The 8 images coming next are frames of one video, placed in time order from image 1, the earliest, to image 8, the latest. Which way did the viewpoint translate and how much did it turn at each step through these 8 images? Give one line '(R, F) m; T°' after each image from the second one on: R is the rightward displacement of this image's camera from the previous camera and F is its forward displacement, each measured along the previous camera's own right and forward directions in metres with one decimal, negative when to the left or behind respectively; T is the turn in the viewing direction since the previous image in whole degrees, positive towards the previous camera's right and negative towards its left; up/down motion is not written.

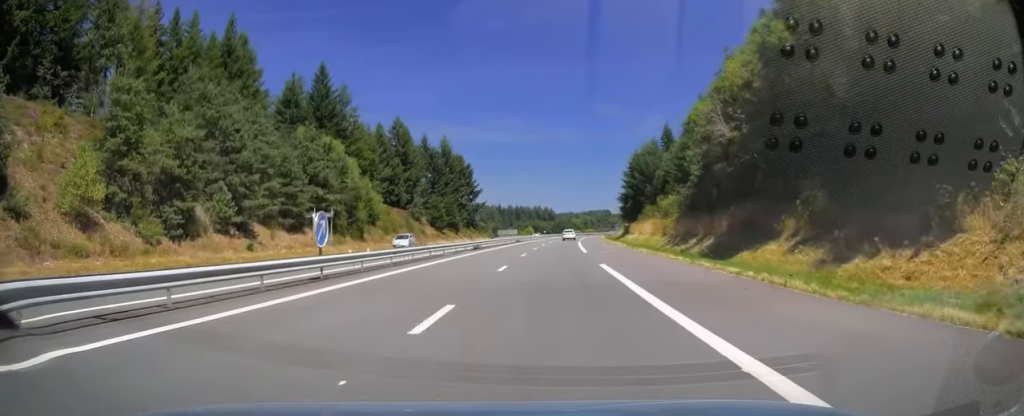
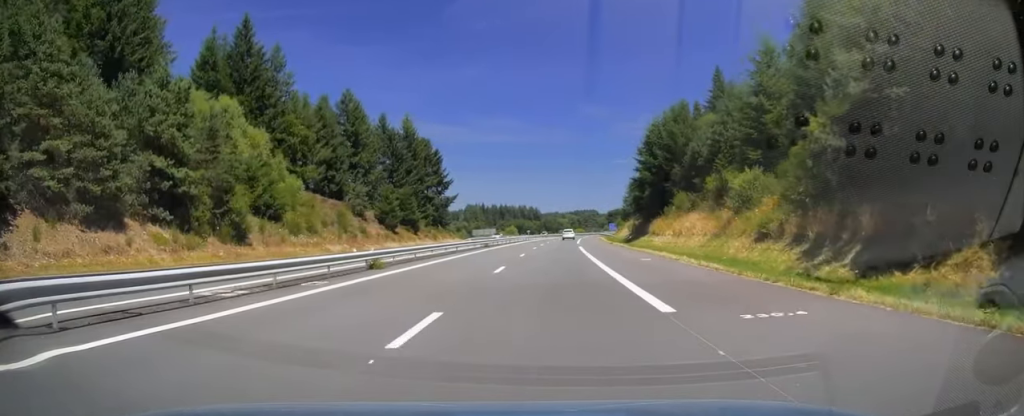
(+0.2, +27.0) m; +1°
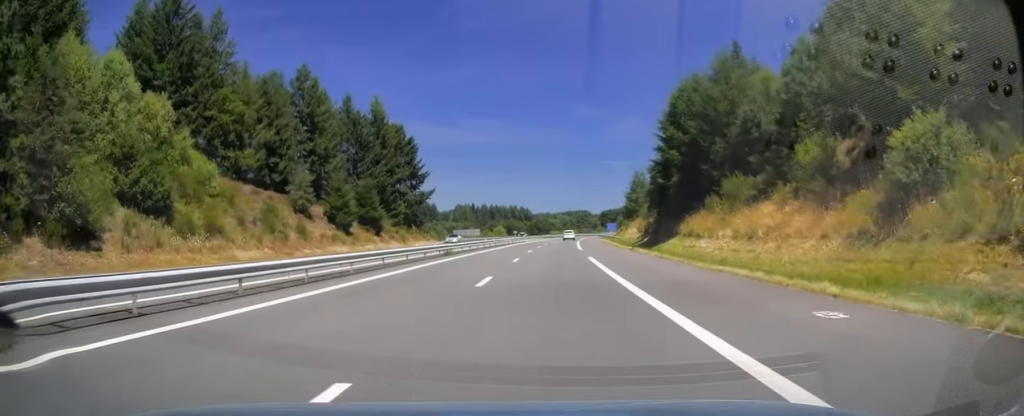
(+0.2, +17.7) m; +1°
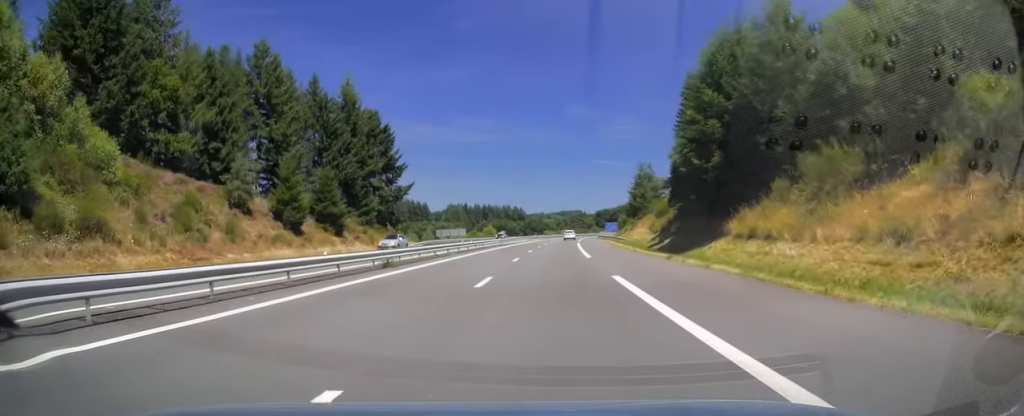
(+0.1, +13.3) m; +1°
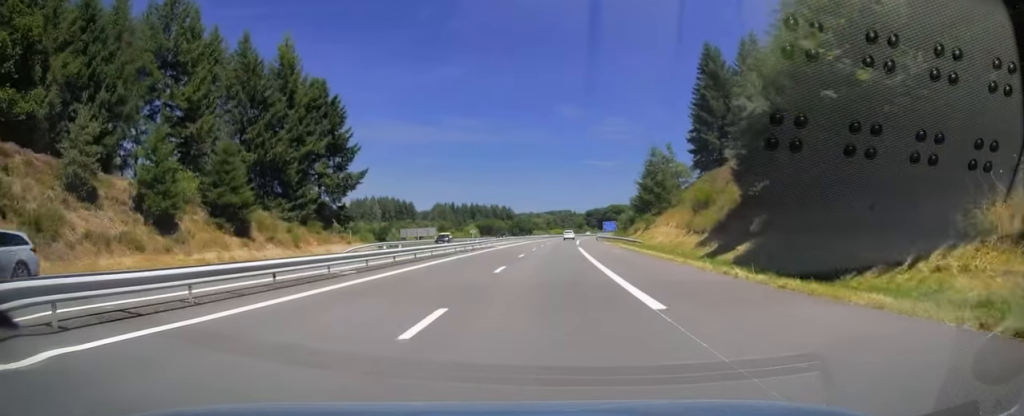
(+0.1, +20.7) m; +1°
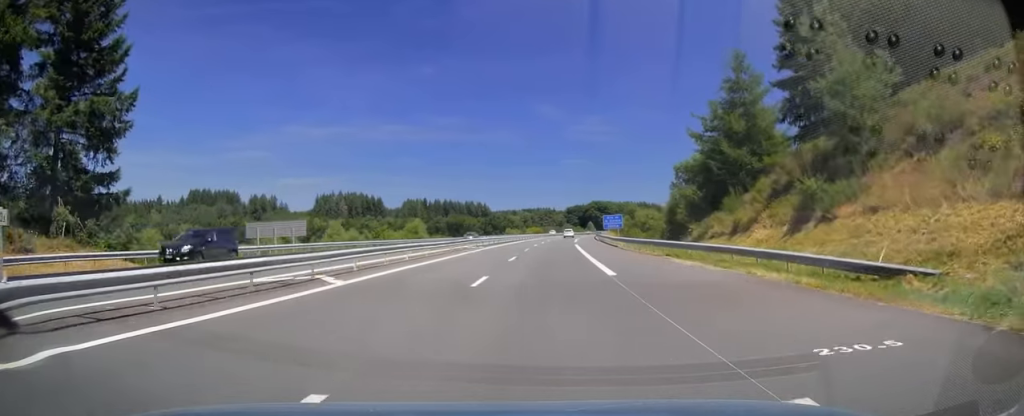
(+0.9, +44.9) m; +2°
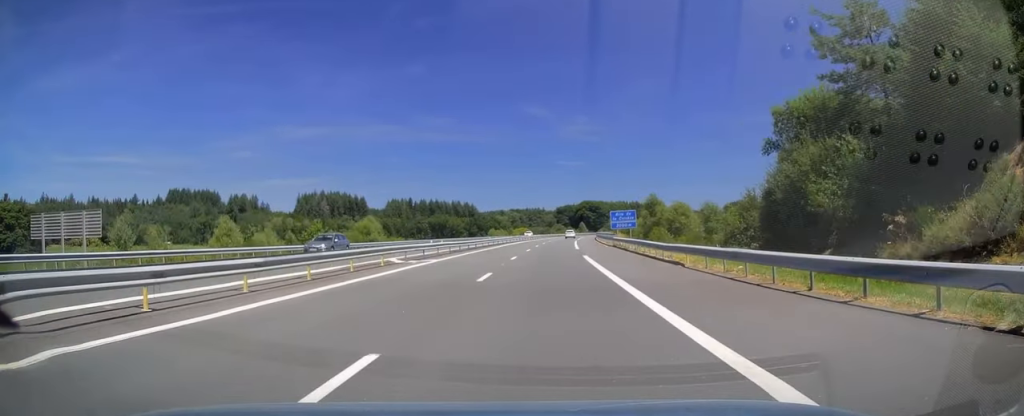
(+0.2, +24.3) m; +1°
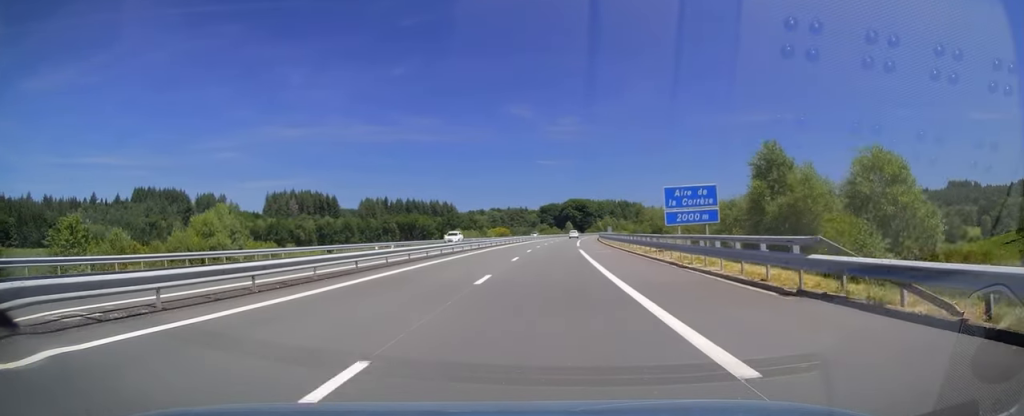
(+0.6, +39.8) m; +2°
